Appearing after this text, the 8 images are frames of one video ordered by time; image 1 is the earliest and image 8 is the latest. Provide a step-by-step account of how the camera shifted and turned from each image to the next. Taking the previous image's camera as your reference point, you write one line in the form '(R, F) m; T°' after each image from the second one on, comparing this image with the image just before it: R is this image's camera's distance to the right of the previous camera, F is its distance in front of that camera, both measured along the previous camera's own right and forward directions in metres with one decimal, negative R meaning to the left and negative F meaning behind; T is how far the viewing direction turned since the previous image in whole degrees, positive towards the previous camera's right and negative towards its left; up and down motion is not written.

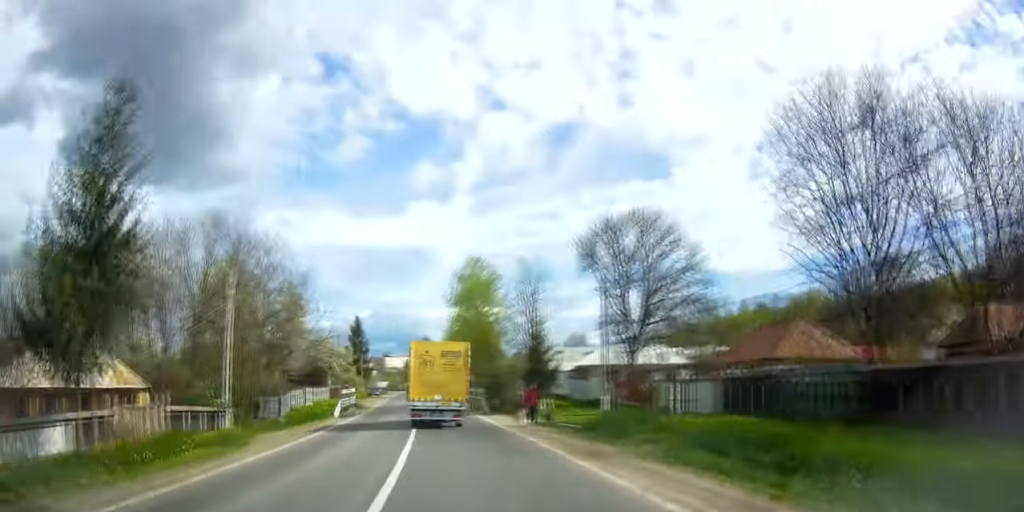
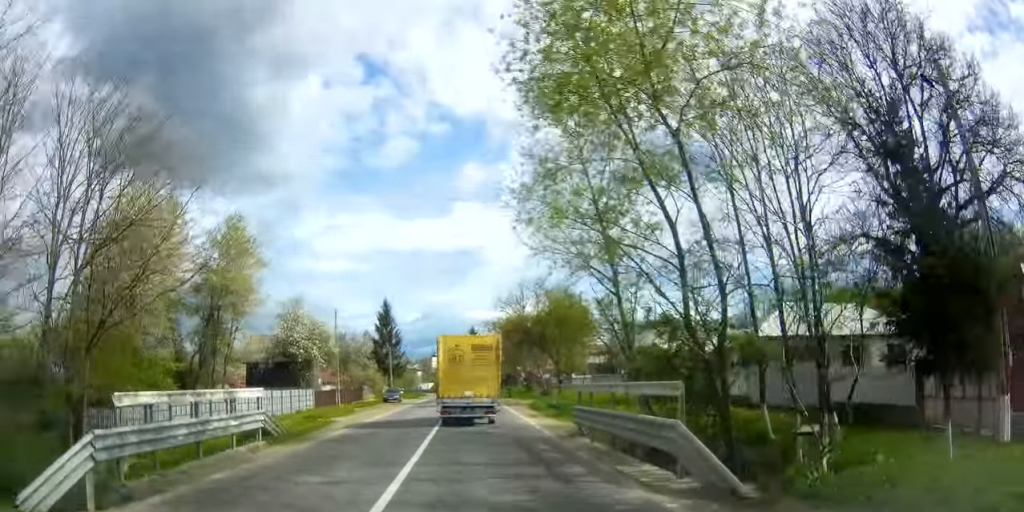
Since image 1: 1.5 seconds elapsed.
(-4.5, +26.3) m; -12°
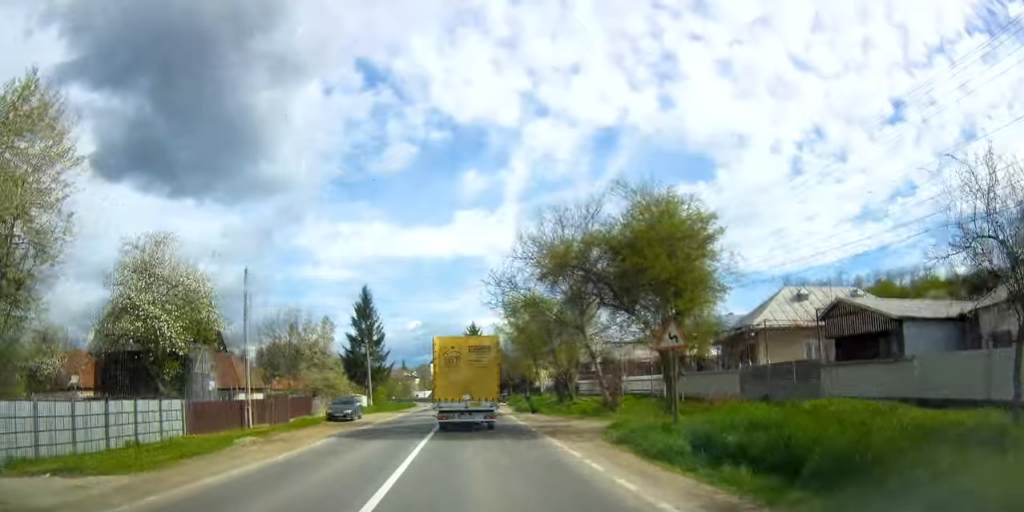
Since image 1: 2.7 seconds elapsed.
(-0.5, +21.3) m; -3°
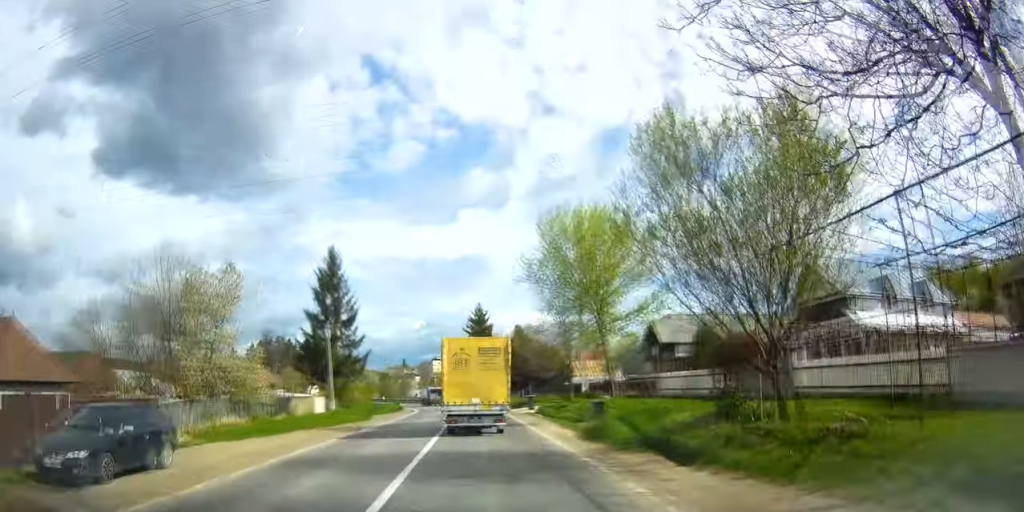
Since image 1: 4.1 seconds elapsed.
(-0.6, +23.9) m; -2°
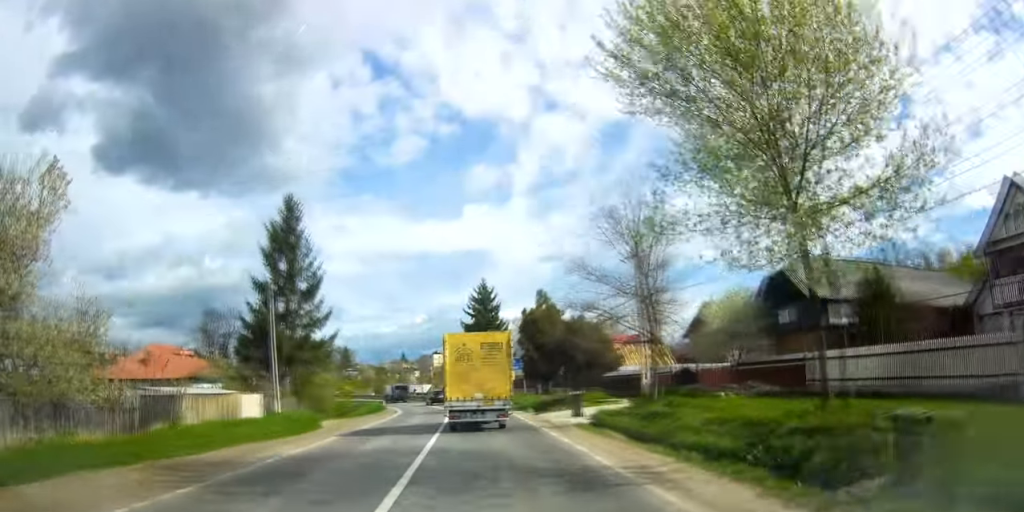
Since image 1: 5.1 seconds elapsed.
(0.0, +17.0) m; 0°
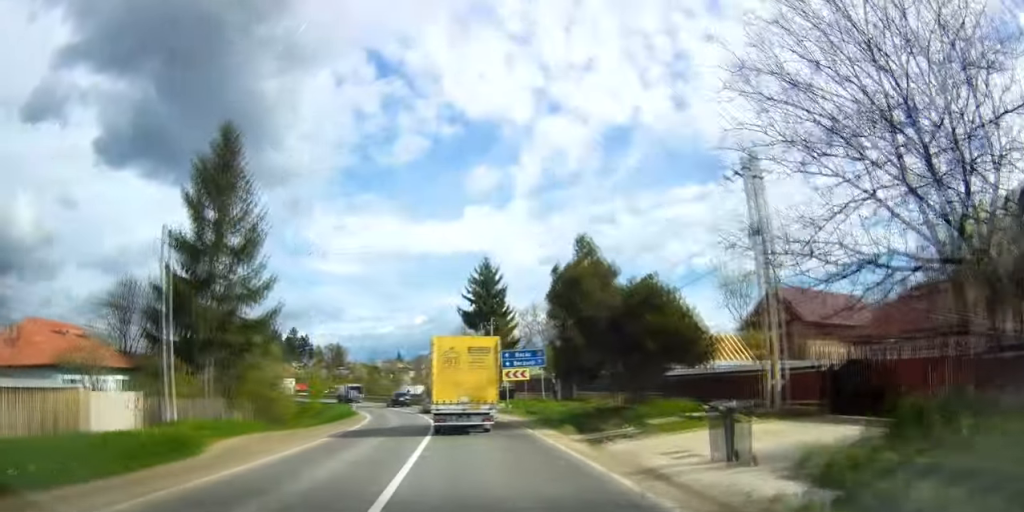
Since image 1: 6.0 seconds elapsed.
(0.0, +14.9) m; 0°
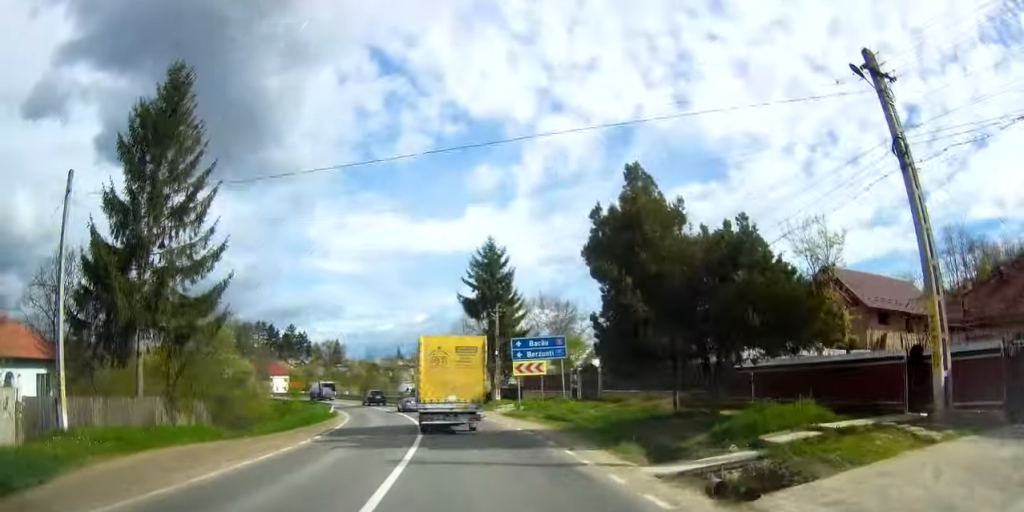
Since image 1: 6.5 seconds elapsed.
(0.0, +8.2) m; -1°
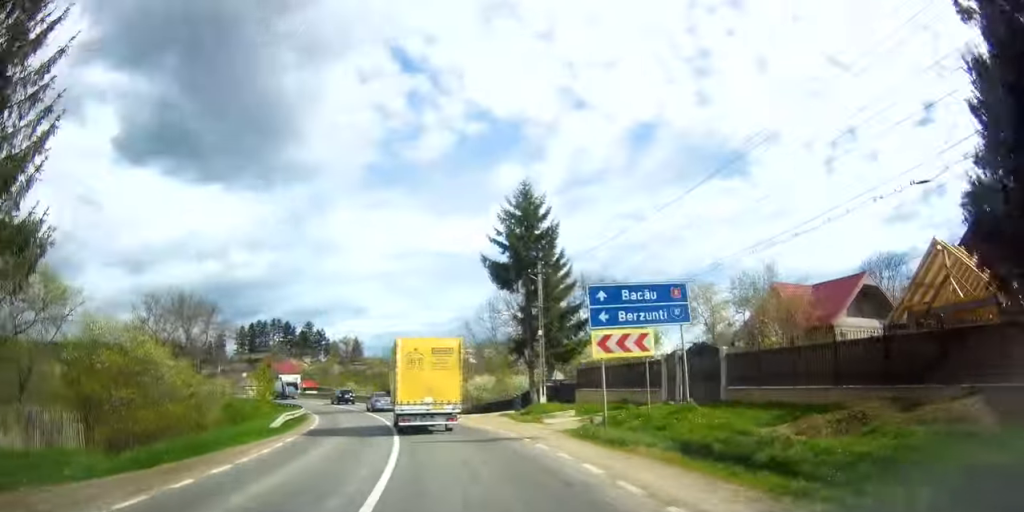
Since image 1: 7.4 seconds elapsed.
(-0.1, +15.6) m; -2°
